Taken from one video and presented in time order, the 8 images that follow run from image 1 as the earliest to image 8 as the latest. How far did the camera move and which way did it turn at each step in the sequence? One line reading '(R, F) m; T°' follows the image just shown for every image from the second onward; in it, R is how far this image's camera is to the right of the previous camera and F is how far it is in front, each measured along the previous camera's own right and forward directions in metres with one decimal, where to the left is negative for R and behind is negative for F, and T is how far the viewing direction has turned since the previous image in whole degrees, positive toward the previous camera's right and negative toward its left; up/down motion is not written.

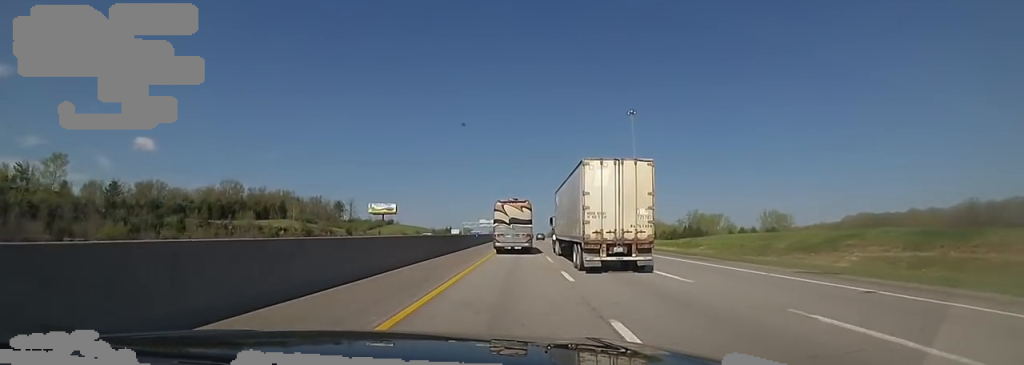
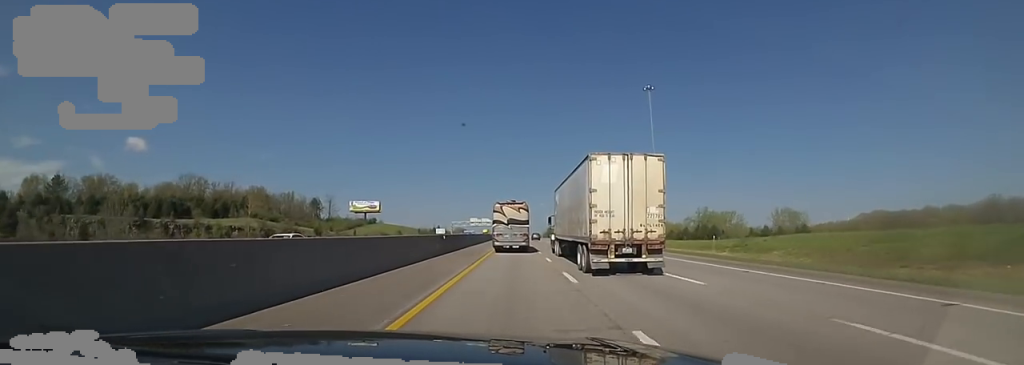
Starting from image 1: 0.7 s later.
(+0.7, +21.4) m; 0°
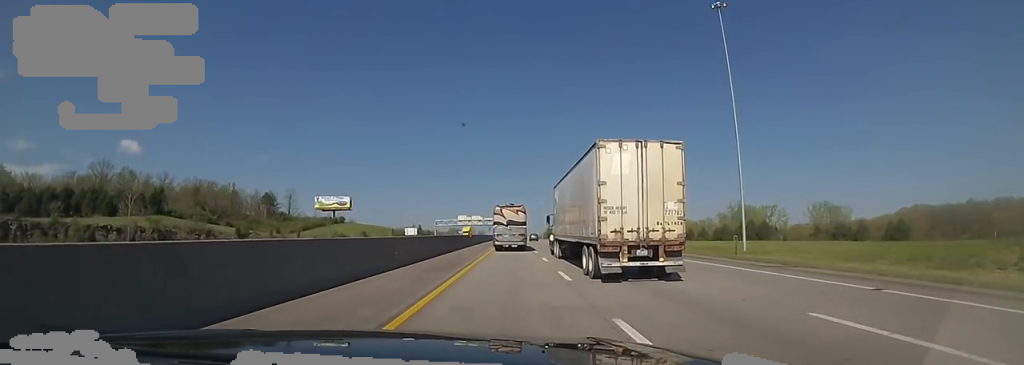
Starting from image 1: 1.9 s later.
(-0.4, +39.5) m; 0°
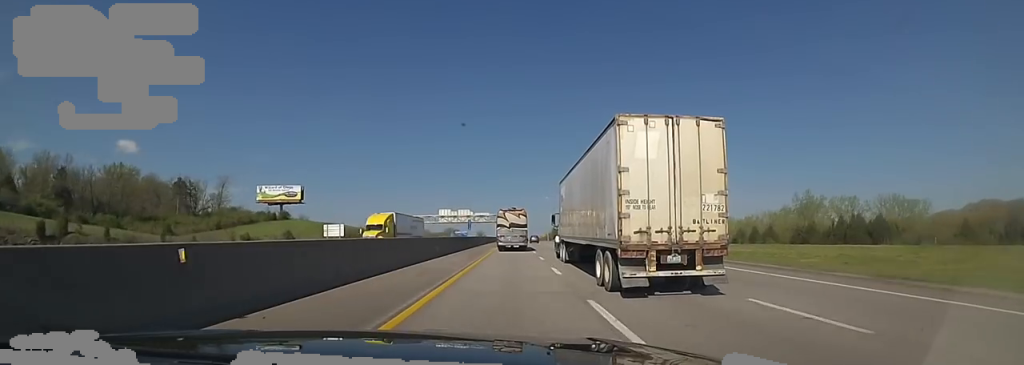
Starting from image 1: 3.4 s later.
(+0.7, +46.8) m; 0°
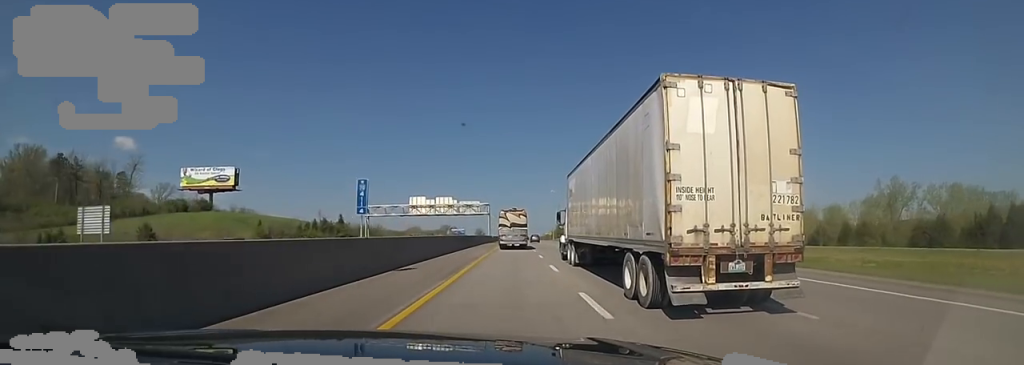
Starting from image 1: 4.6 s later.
(-0.4, +36.5) m; +1°
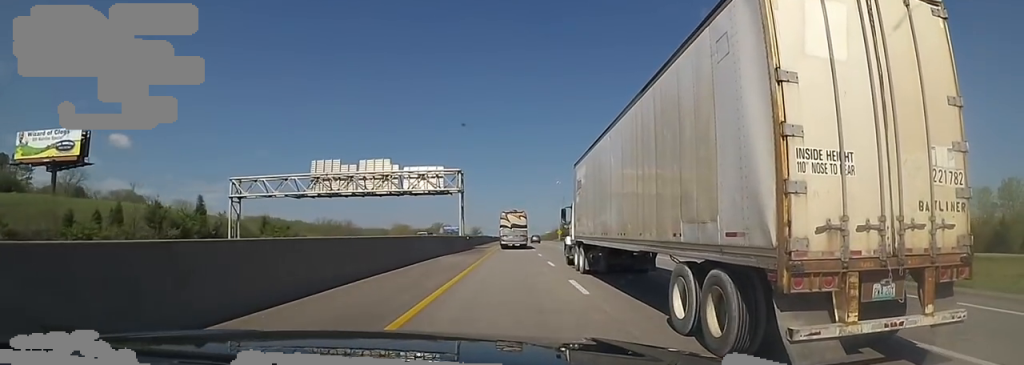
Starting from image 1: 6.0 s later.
(+1.1, +44.2) m; -1°
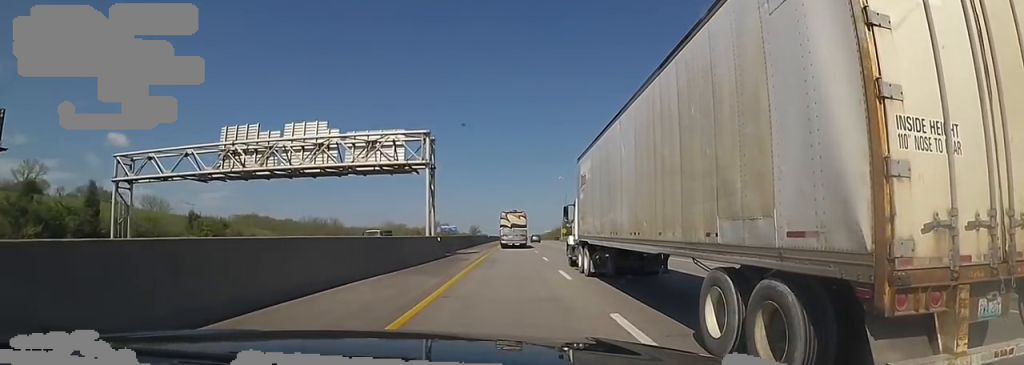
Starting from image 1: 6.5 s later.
(-0.5, +15.9) m; 0°
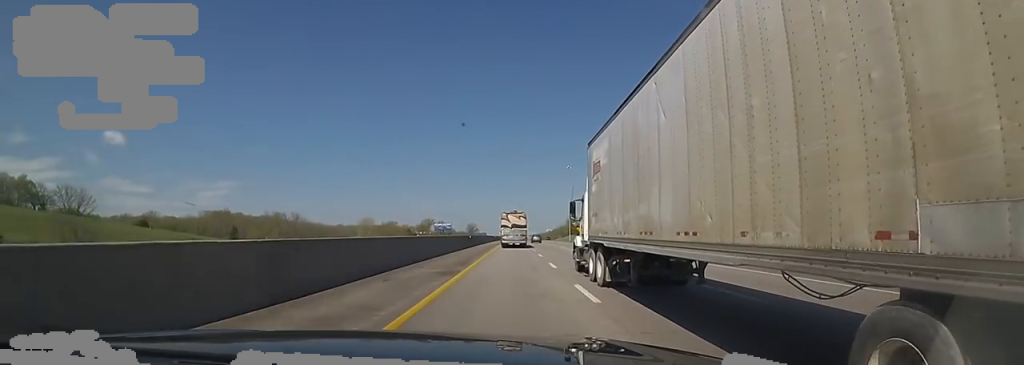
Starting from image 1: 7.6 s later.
(-0.1, +35.5) m; 0°
